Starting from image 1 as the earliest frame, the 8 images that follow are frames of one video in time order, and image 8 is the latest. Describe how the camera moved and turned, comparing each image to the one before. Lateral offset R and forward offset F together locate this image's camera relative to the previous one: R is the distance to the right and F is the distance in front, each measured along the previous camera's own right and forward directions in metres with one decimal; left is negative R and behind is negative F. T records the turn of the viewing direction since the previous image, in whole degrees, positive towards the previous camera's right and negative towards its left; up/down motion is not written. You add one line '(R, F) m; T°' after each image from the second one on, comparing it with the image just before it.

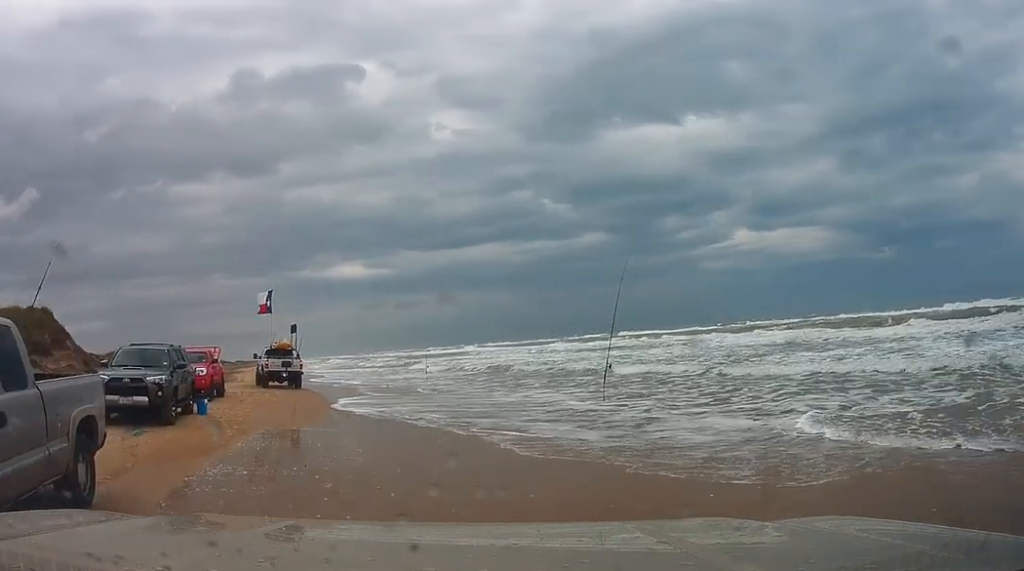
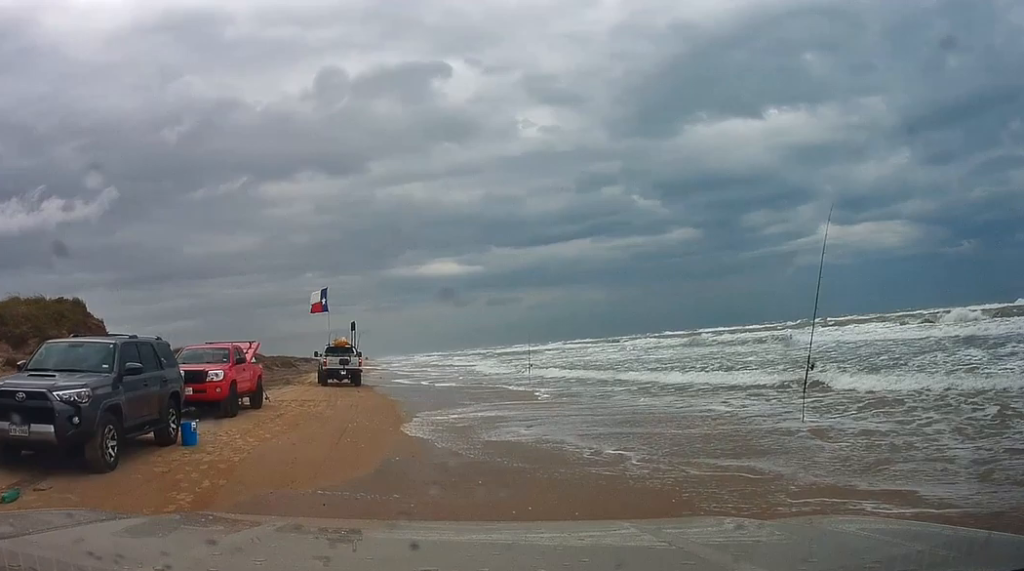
(0.0, +6.4) m; -1°
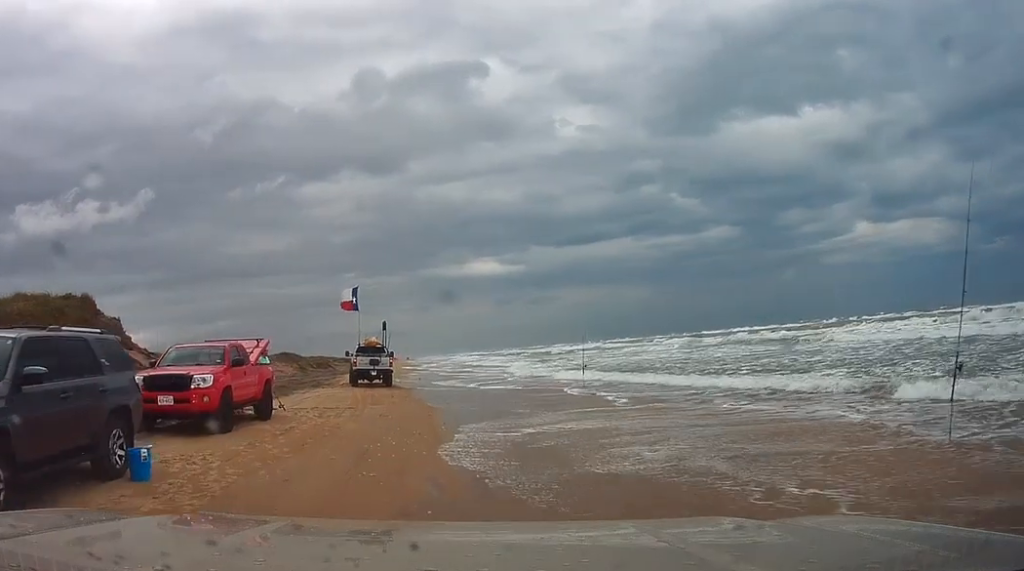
(0.0, +3.1) m; -5°
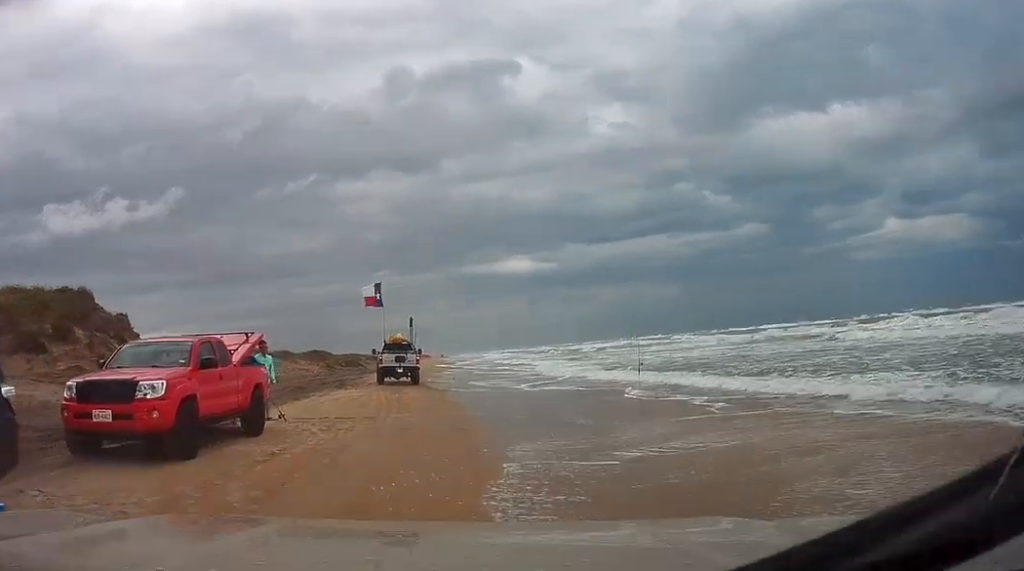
(-0.1, +3.2) m; -3°
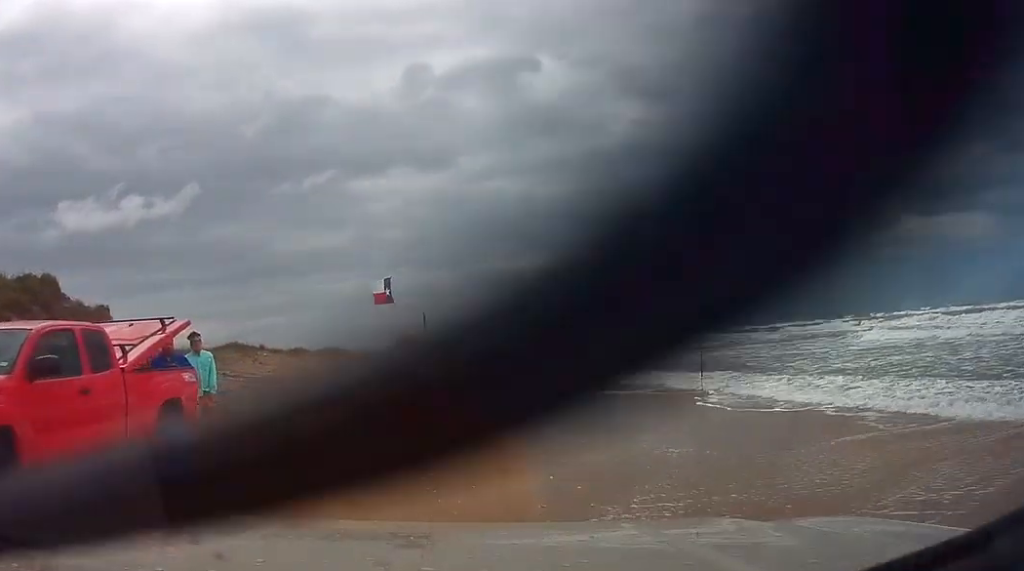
(-0.5, +4.5) m; +1°
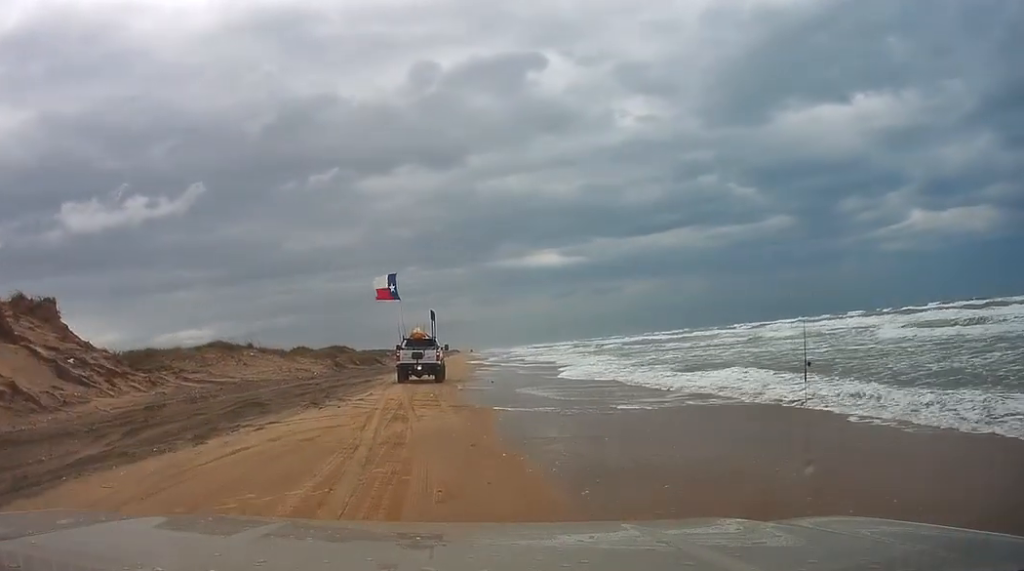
(+0.7, +6.3) m; 0°
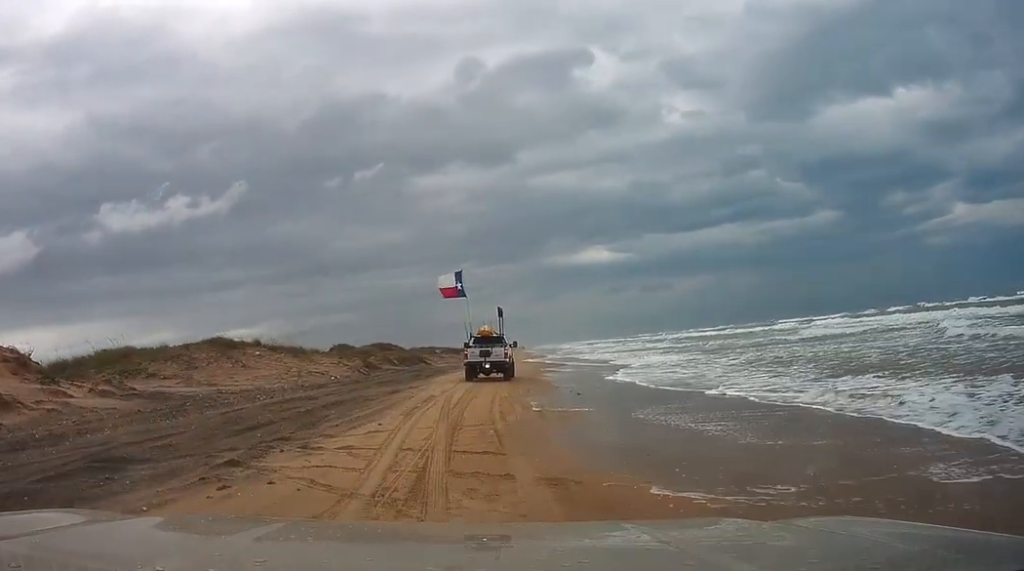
(-1.3, +10.9) m; -10°
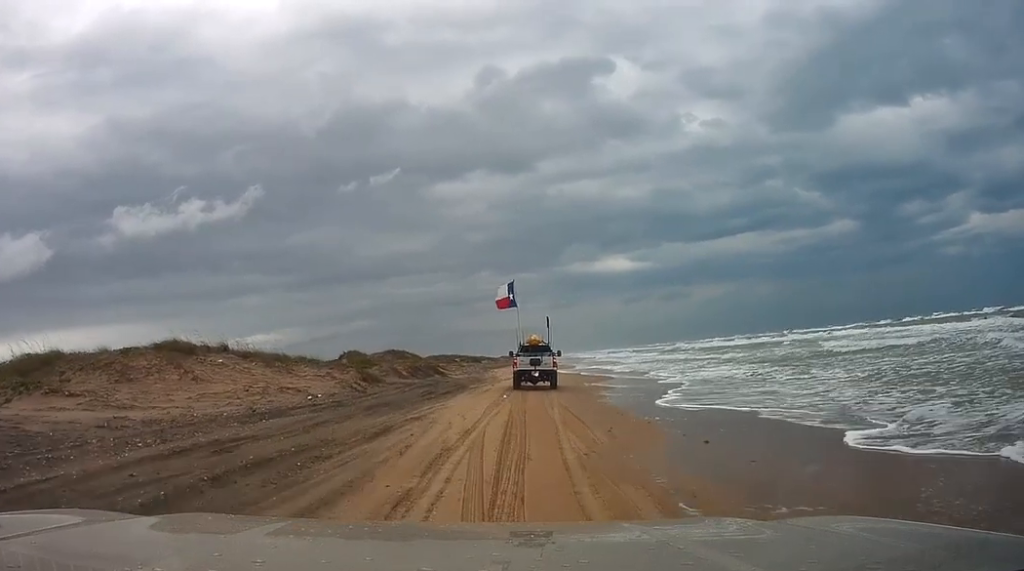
(-0.6, +9.5) m; 0°
